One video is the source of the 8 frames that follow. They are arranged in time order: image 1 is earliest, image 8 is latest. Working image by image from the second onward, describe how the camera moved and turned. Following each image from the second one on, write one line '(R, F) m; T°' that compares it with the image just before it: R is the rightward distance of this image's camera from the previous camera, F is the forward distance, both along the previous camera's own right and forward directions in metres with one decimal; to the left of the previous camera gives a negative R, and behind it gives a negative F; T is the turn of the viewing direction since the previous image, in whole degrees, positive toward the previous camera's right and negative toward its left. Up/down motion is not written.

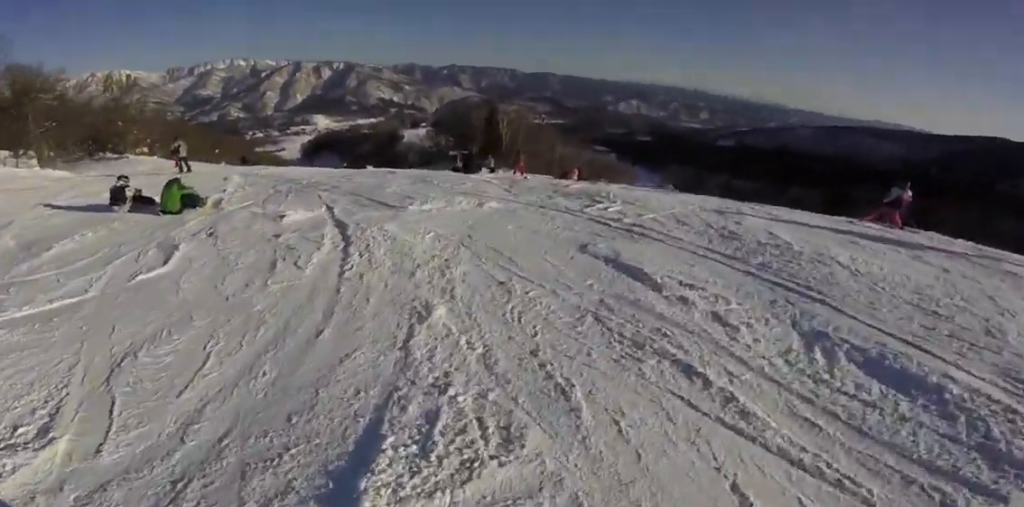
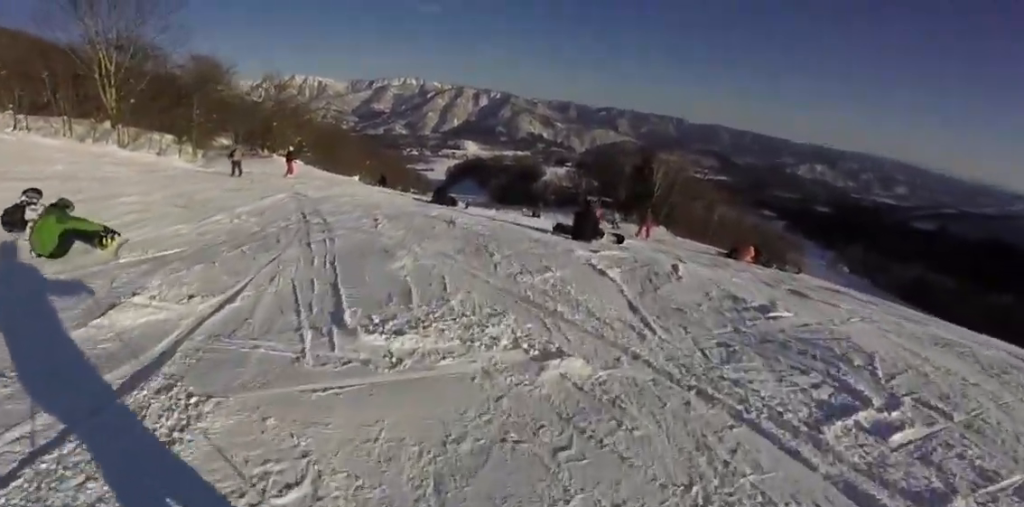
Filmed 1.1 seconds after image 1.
(-0.4, +3.9) m; -13°
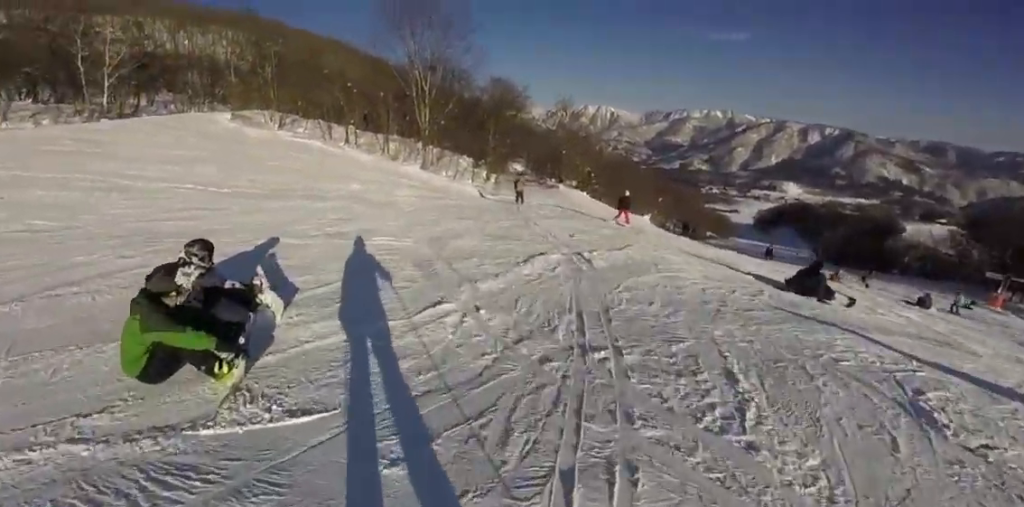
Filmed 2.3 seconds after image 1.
(-0.7, +3.8) m; -15°
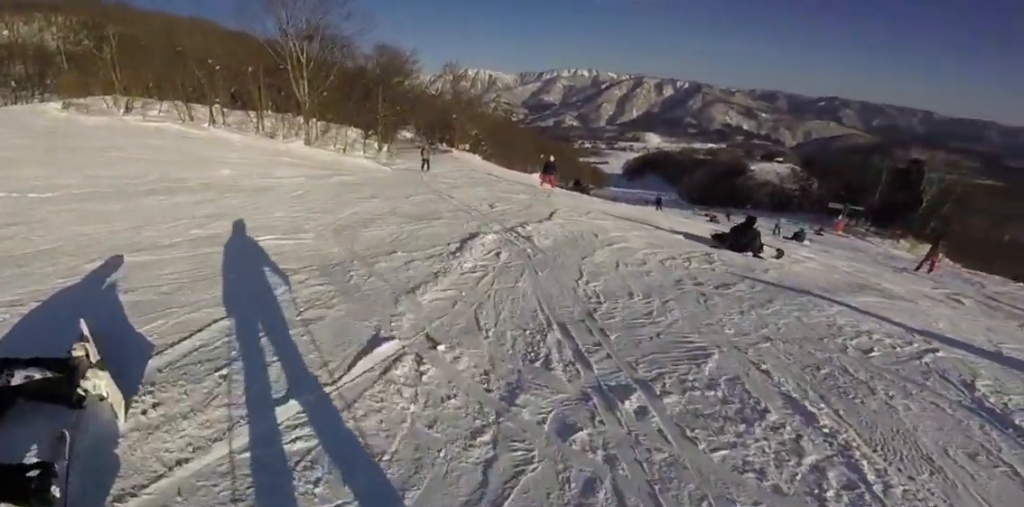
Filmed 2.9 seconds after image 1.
(-0.2, +1.8) m; -3°
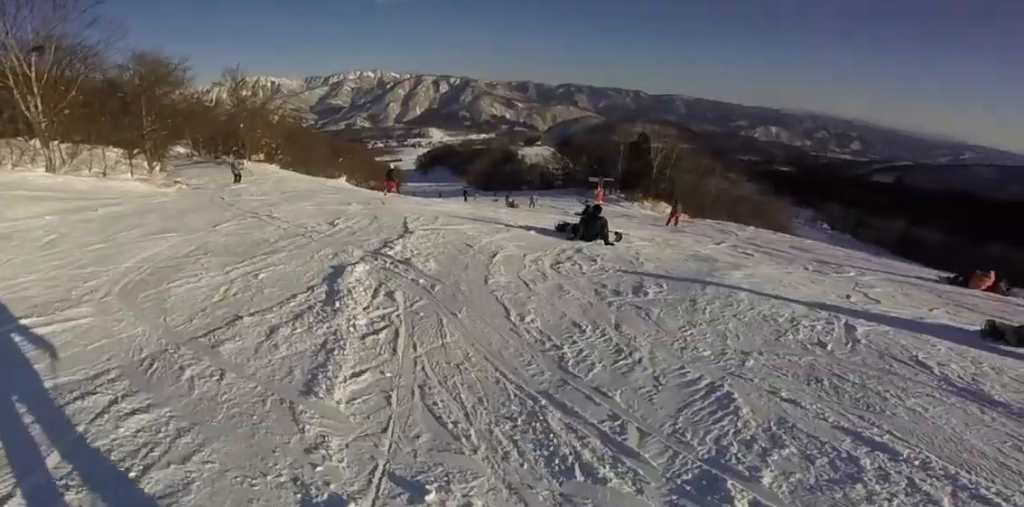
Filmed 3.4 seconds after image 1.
(0.0, +1.7) m; +1°
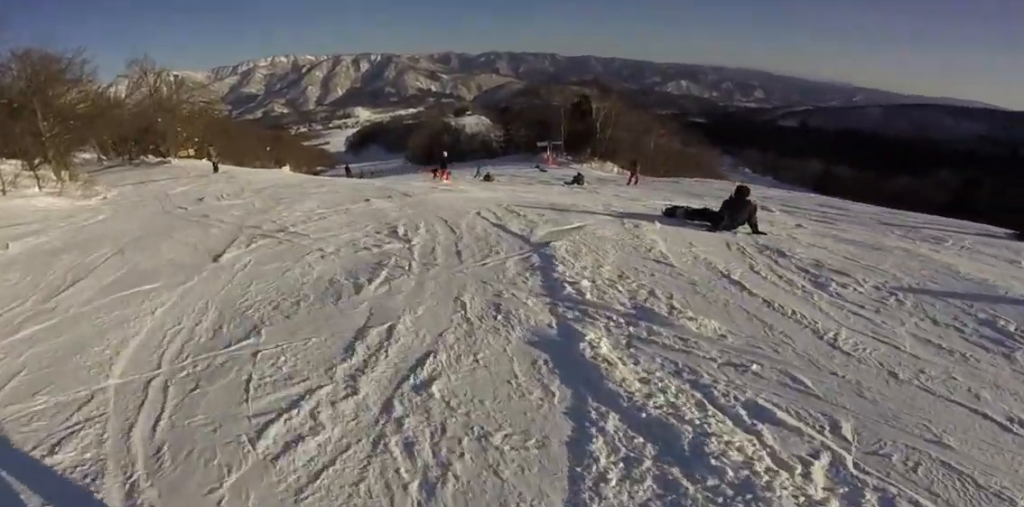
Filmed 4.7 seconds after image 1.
(+0.1, +2.9) m; +16°
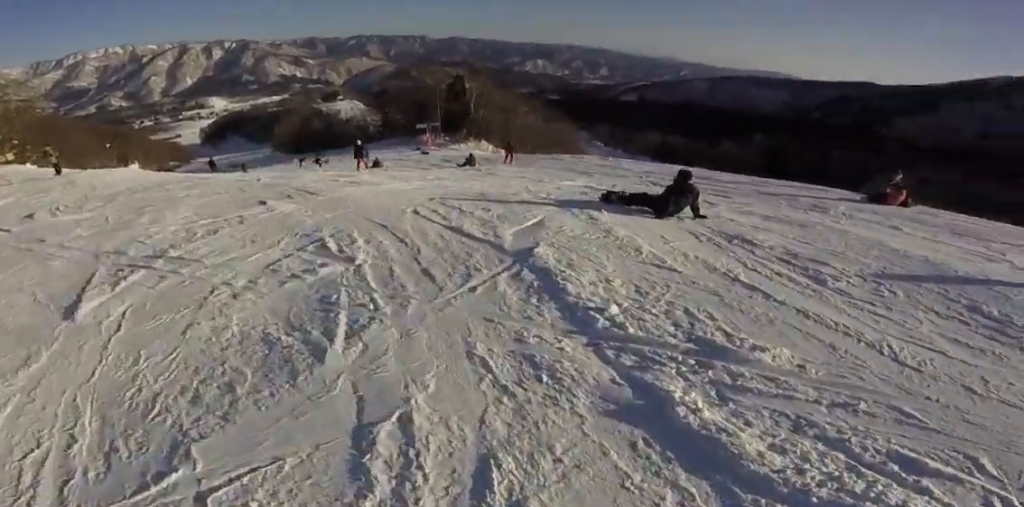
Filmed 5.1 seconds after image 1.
(-0.1, +0.9) m; +11°
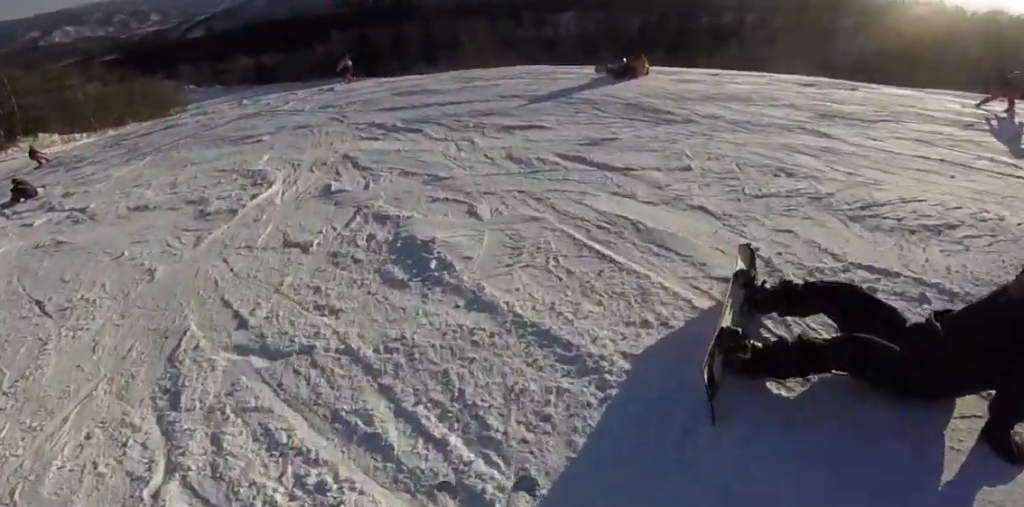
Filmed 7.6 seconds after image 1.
(+4.0, +4.1) m; +59°
